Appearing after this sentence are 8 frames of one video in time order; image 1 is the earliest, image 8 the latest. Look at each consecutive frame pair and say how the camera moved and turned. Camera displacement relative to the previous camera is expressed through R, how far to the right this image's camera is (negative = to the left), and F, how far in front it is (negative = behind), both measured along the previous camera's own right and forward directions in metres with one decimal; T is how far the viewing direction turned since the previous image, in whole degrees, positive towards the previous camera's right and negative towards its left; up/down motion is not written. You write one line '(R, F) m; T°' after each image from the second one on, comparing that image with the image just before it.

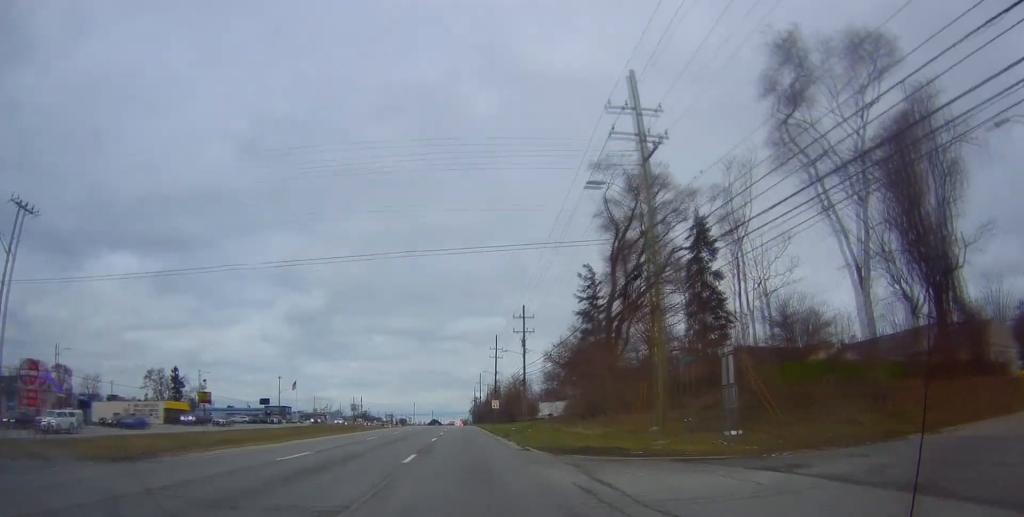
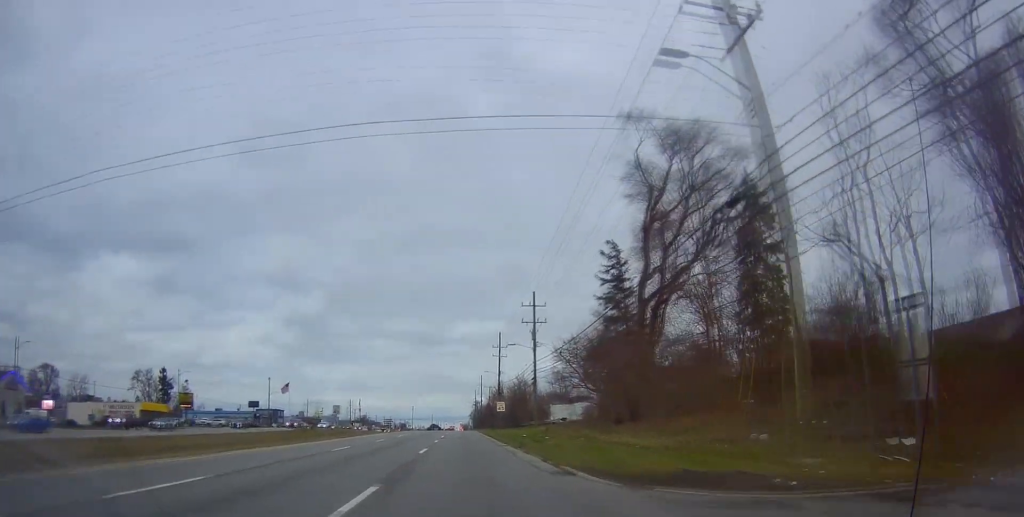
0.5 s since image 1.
(+0.1, +9.6) m; 0°
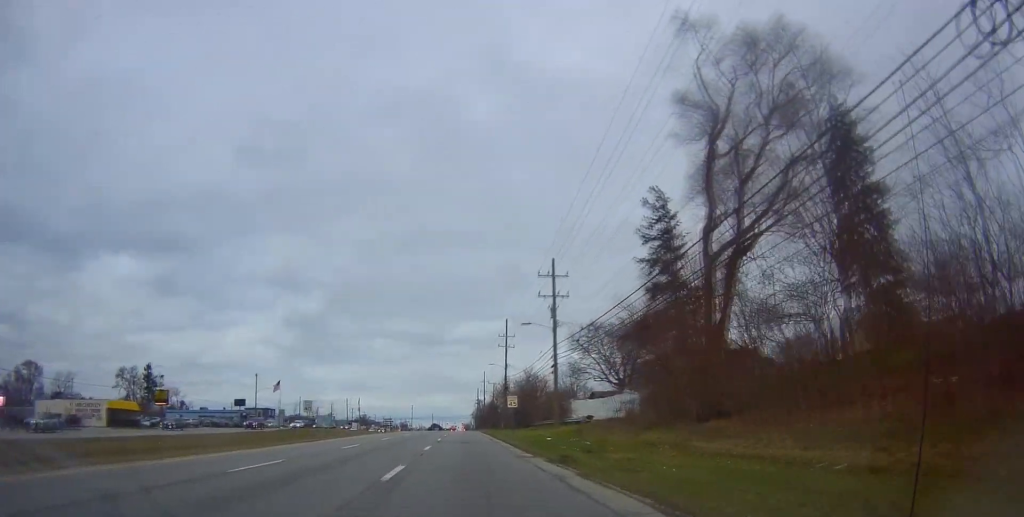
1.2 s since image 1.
(+0.1, +11.9) m; -2°
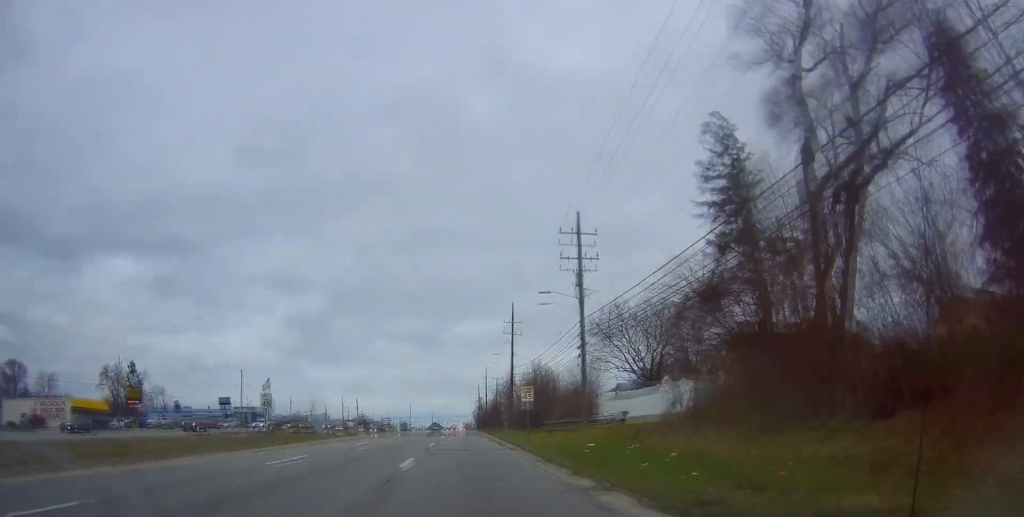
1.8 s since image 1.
(-0.4, +10.7) m; 0°
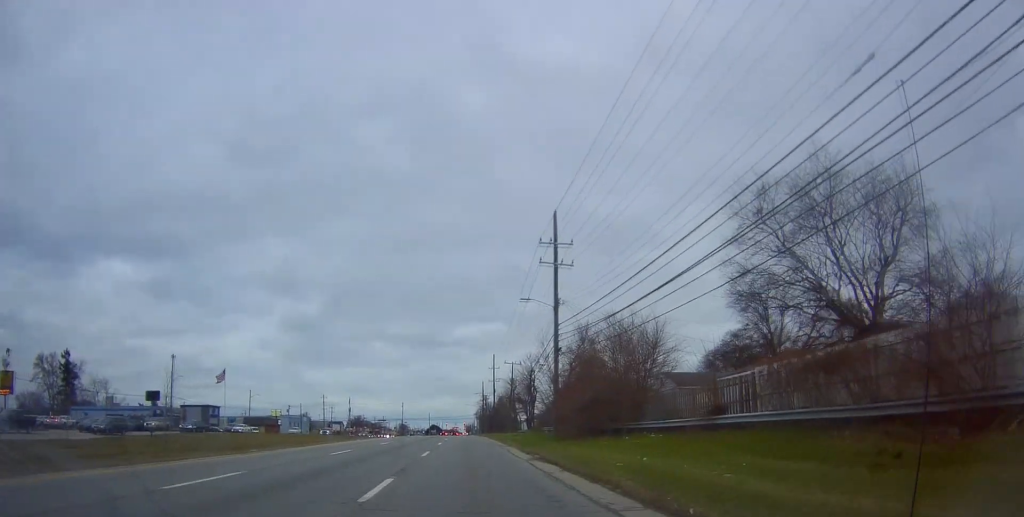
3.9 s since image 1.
(+0.9, +37.0) m; +2°
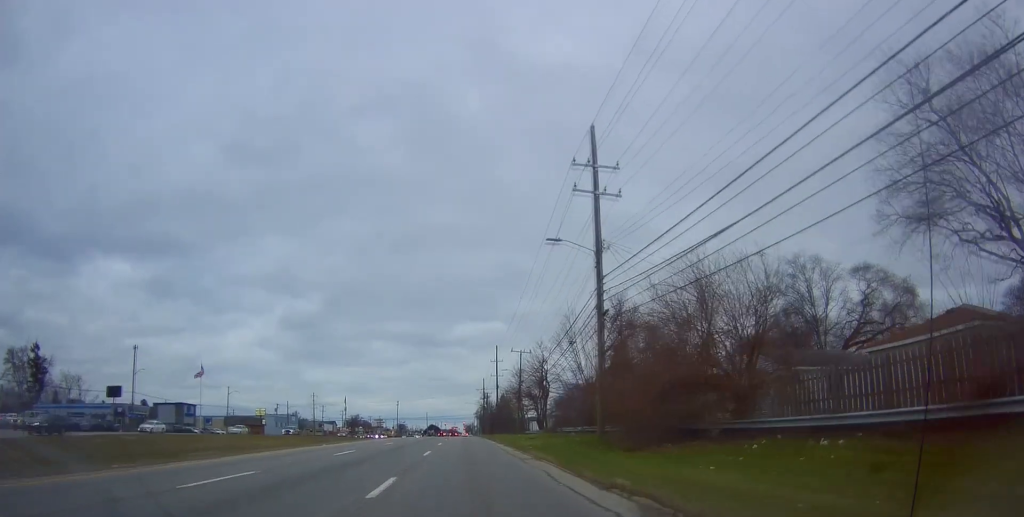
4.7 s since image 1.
(-0.1, +13.9) m; 0°
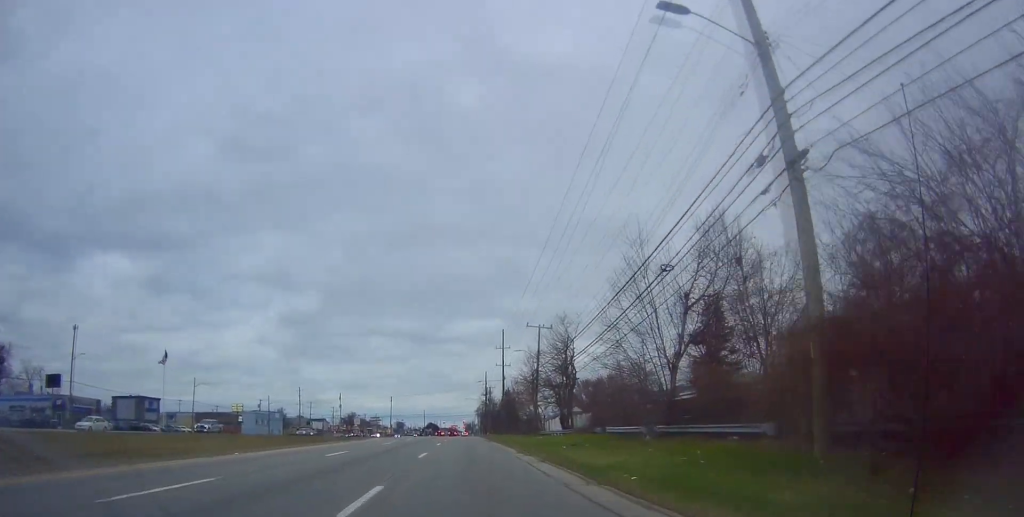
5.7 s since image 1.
(0.0, +17.8) m; -1°
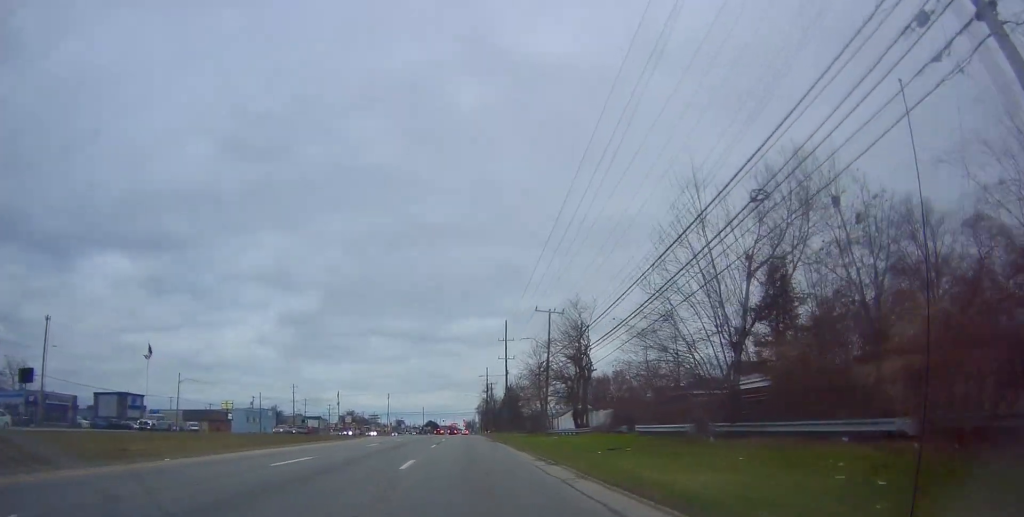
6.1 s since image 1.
(+0.2, +6.8) m; -1°
